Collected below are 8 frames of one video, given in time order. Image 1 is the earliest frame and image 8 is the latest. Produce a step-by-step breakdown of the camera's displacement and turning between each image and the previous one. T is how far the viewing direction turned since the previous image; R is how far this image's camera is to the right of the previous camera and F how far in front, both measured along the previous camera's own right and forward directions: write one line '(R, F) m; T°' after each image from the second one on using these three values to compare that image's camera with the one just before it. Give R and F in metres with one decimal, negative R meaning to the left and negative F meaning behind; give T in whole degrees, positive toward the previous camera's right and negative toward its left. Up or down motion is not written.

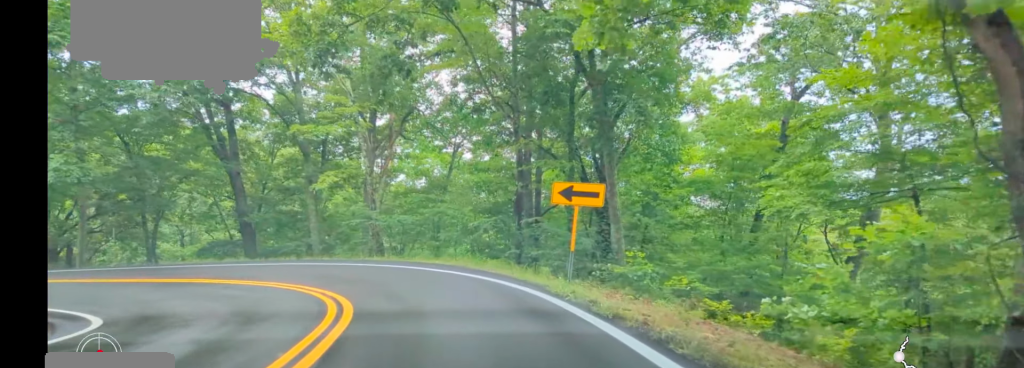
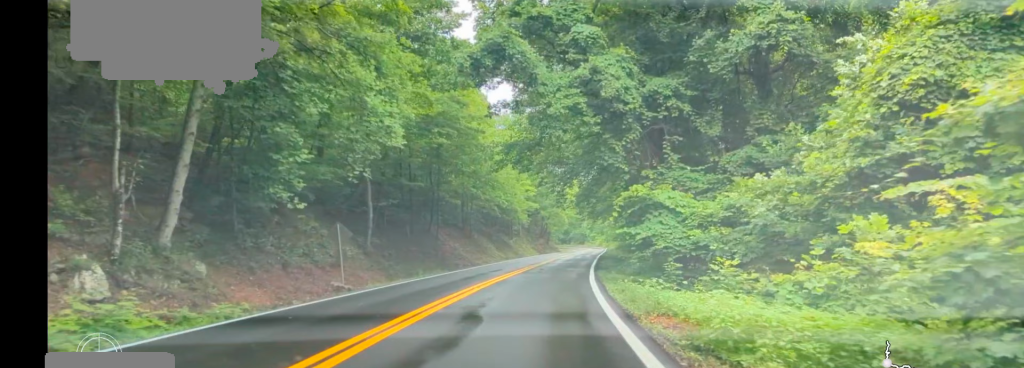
(0.0, +3.0) m; -1°
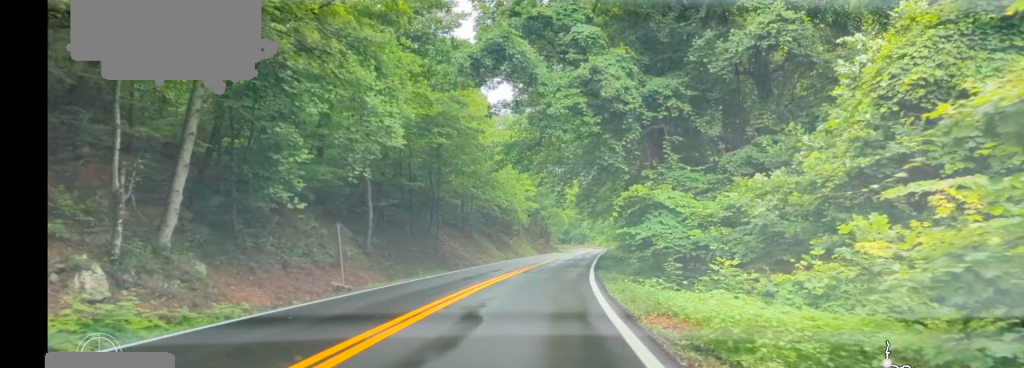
(0.0, 0.0) m; 0°
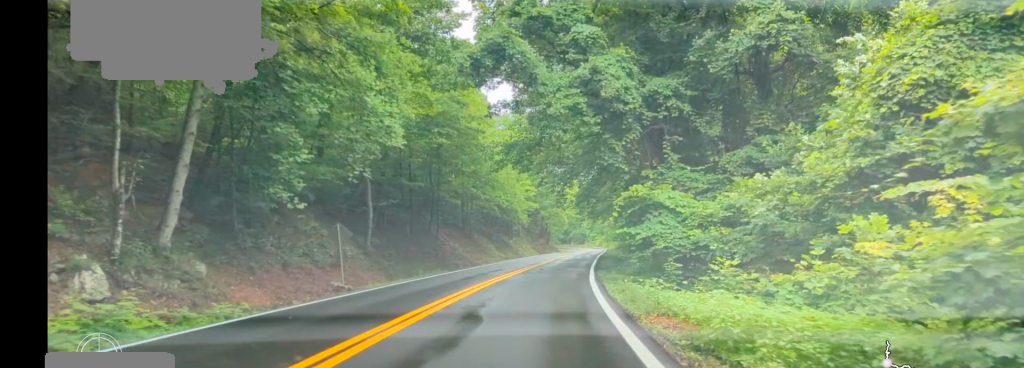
(0.0, 0.0) m; 0°
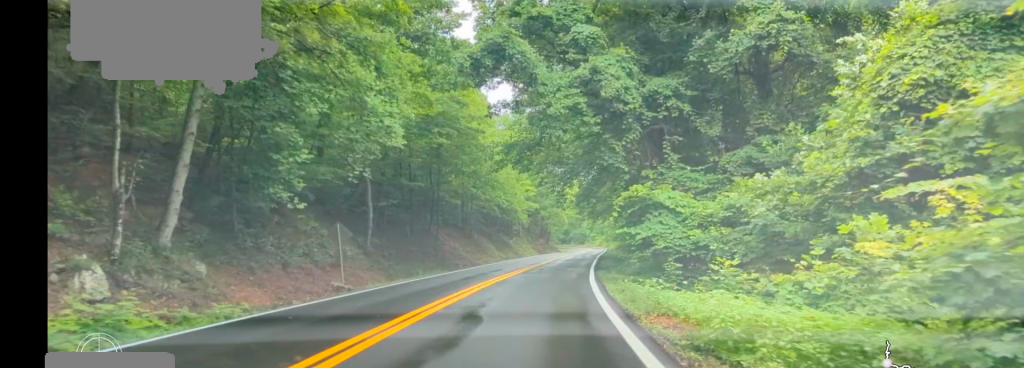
(0.0, 0.0) m; 0°
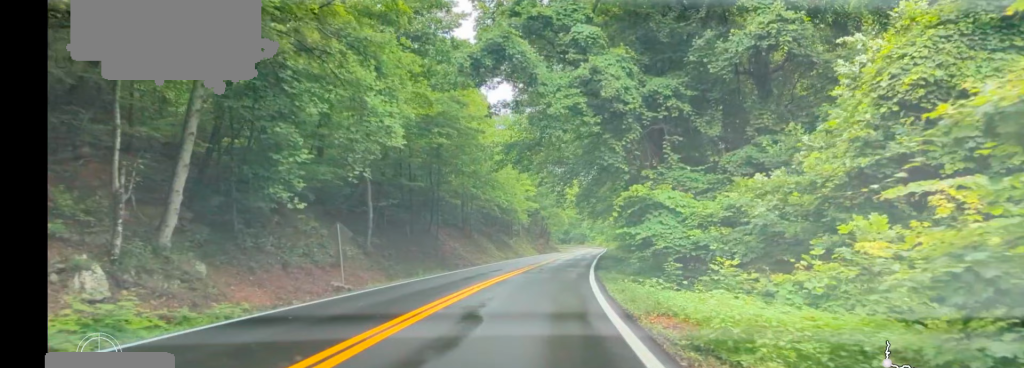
(0.0, 0.0) m; 0°
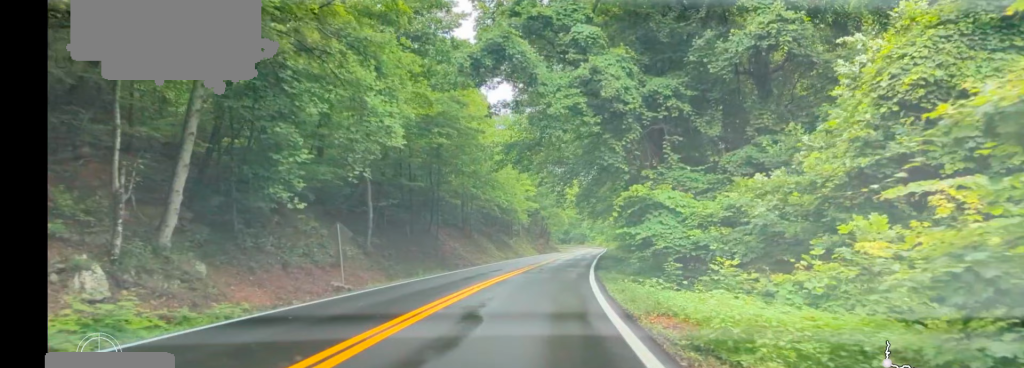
(0.0, 0.0) m; 0°
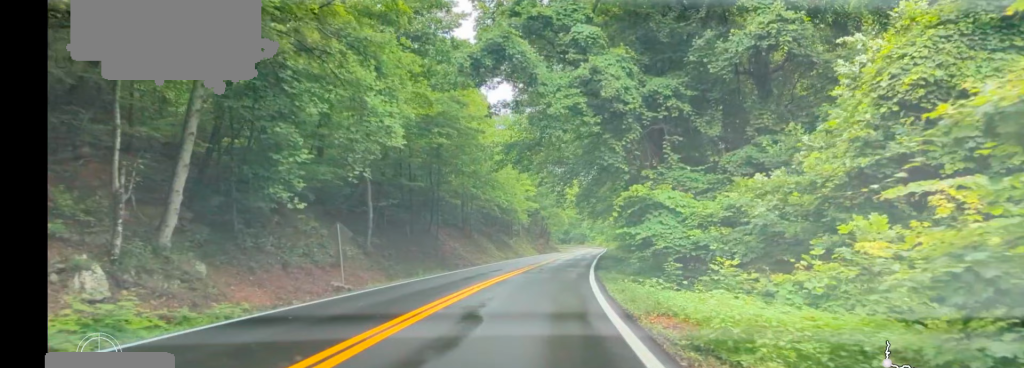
(0.0, 0.0) m; 0°
